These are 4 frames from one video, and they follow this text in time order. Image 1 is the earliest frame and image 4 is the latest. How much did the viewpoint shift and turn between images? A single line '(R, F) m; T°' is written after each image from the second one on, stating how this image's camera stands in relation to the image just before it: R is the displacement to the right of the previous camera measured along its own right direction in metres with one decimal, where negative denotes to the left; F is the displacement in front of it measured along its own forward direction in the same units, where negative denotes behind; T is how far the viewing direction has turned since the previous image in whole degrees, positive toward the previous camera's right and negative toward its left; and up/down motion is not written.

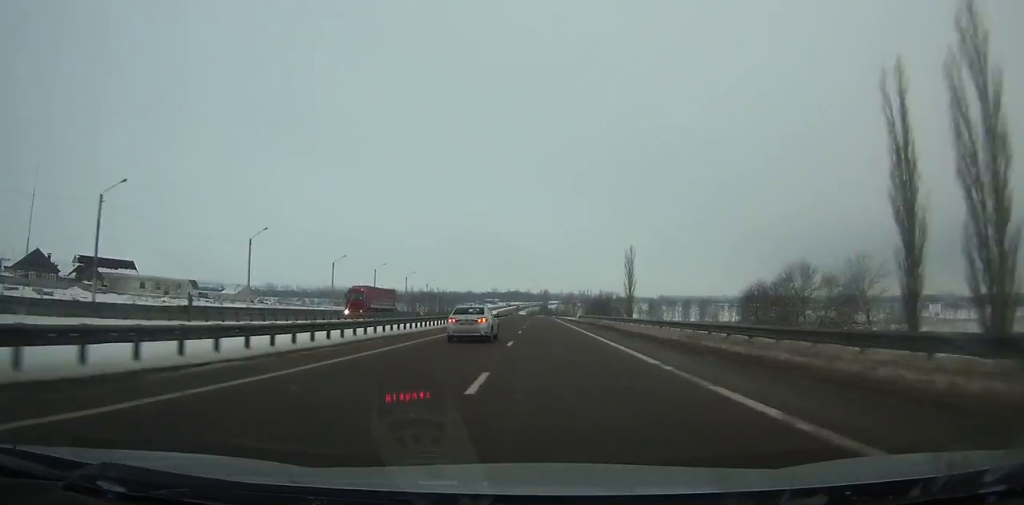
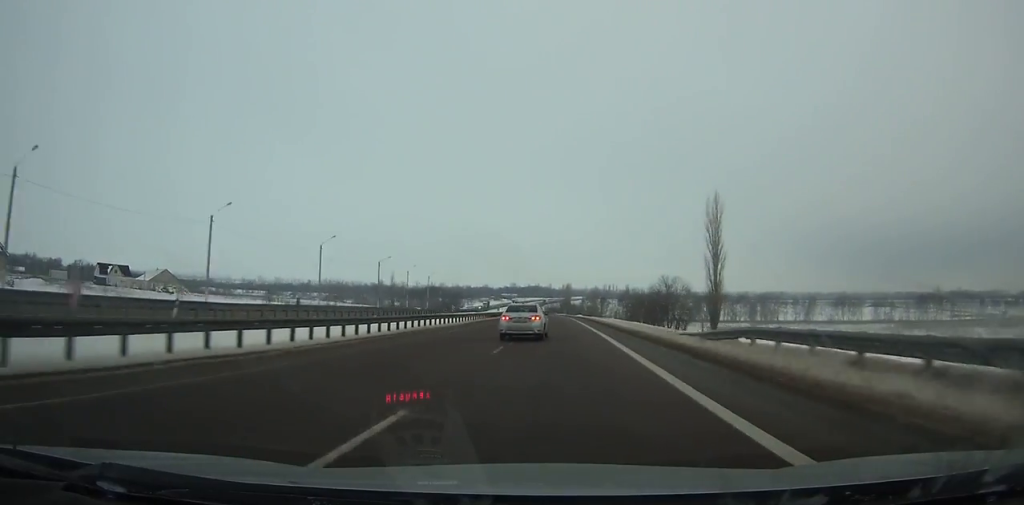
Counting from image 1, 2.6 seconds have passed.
(-1.5, +64.8) m; -2°
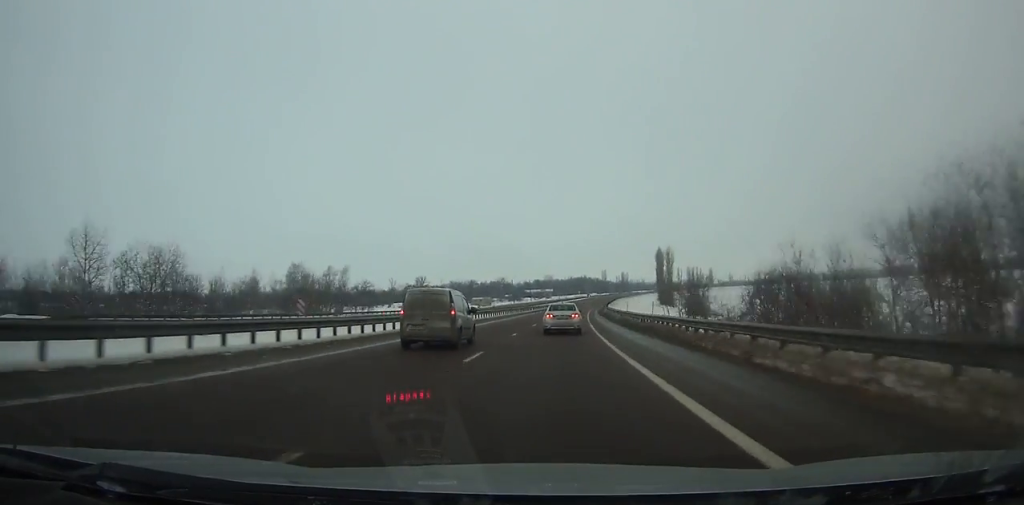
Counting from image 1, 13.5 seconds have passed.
(-14.7, +273.4) m; -2°
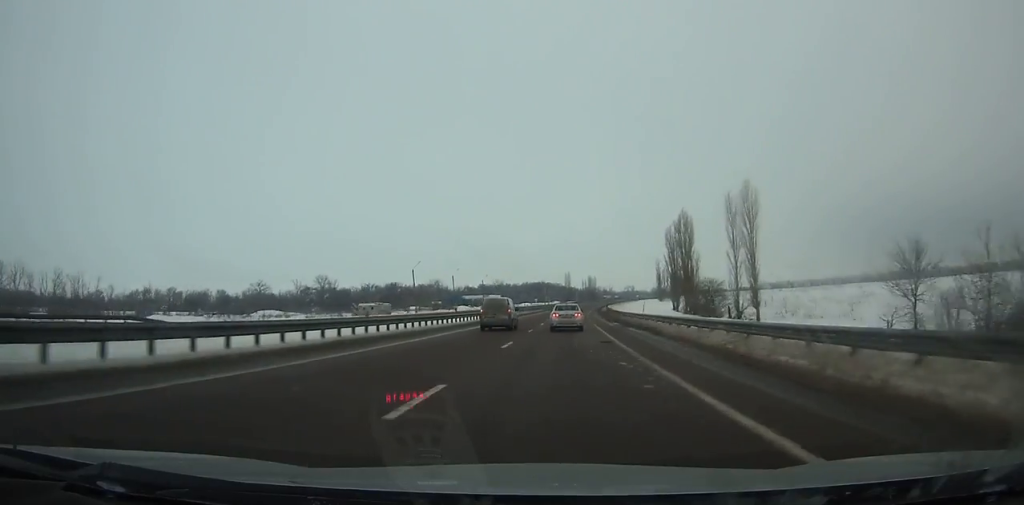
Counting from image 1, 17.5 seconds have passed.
(+3.5, +102.2) m; +4°
